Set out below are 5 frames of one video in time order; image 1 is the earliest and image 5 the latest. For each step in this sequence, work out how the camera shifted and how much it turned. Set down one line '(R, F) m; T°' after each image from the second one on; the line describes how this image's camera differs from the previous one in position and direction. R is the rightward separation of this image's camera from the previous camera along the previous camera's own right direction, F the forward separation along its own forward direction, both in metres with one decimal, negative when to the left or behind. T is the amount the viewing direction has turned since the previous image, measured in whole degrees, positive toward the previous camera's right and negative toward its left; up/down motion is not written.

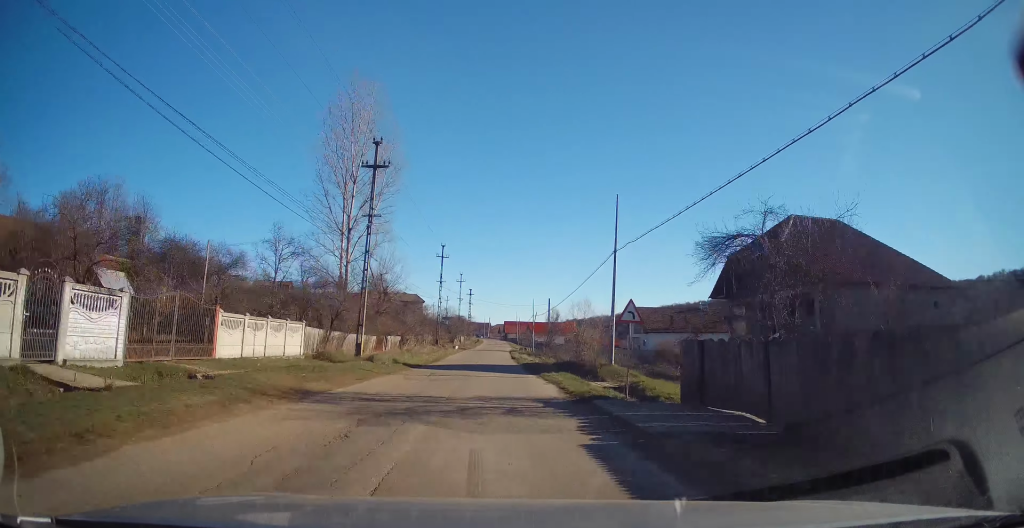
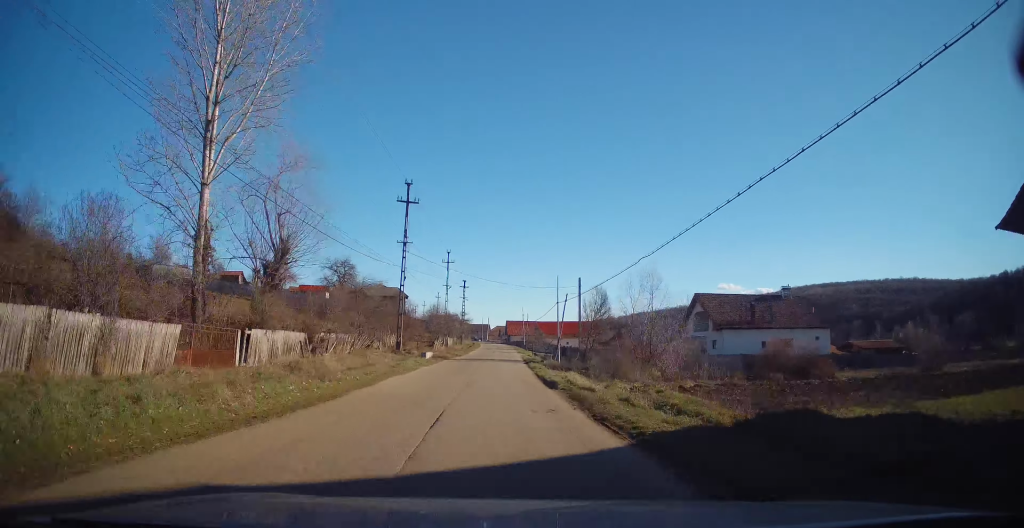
(+0.5, +27.0) m; +2°
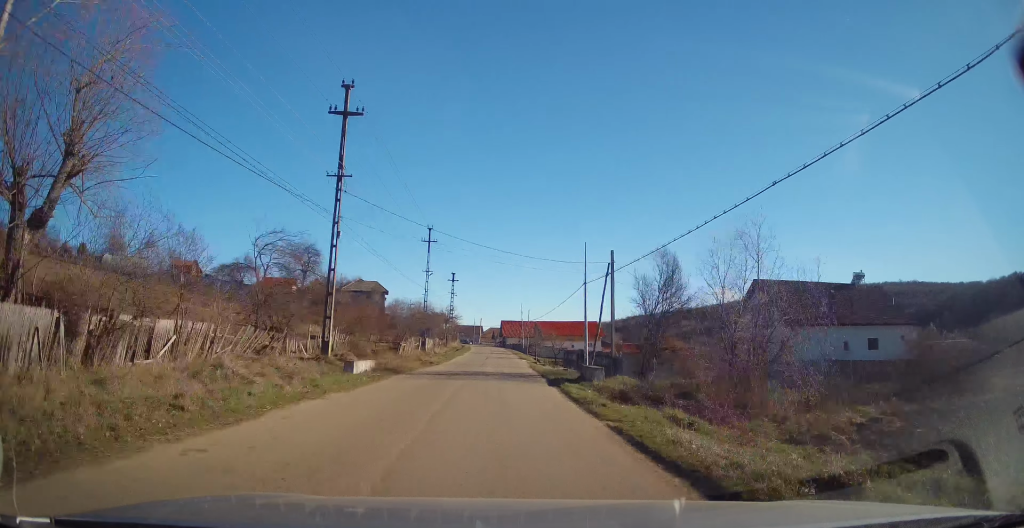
(+0.1, +15.8) m; 0°
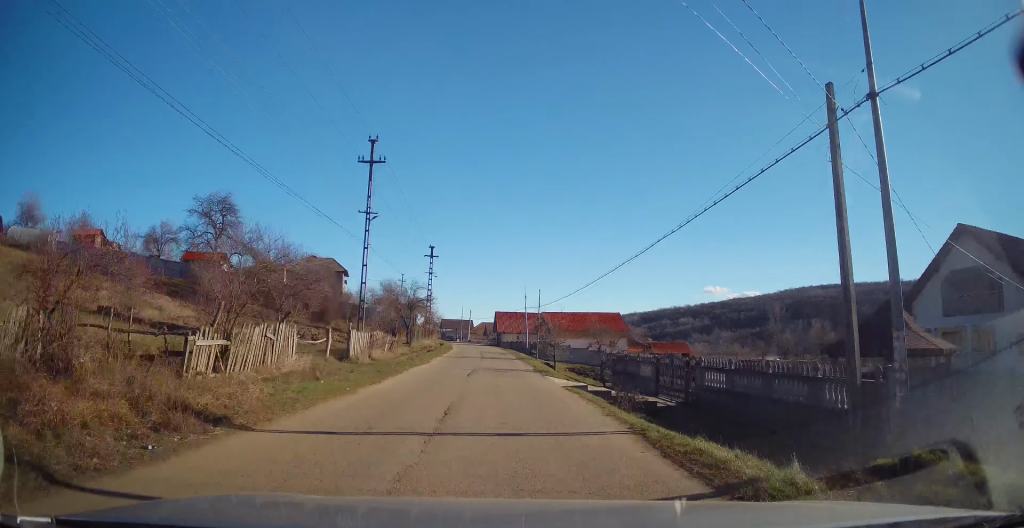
(-0.2, +23.9) m; +1°
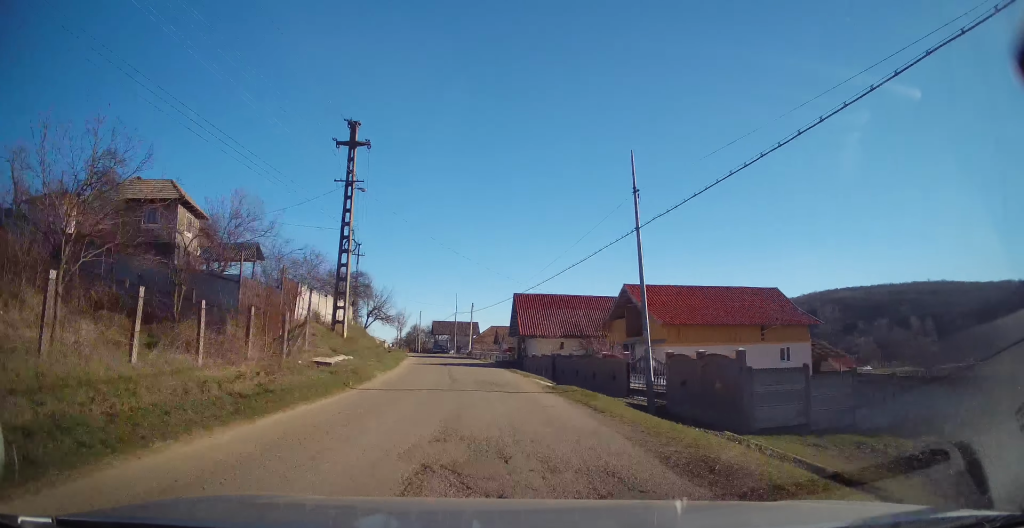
(-0.5, +43.3) m; -2°
